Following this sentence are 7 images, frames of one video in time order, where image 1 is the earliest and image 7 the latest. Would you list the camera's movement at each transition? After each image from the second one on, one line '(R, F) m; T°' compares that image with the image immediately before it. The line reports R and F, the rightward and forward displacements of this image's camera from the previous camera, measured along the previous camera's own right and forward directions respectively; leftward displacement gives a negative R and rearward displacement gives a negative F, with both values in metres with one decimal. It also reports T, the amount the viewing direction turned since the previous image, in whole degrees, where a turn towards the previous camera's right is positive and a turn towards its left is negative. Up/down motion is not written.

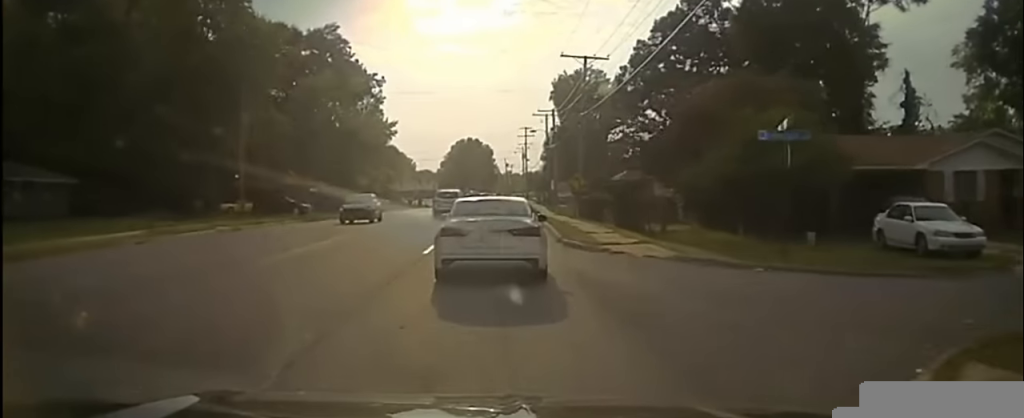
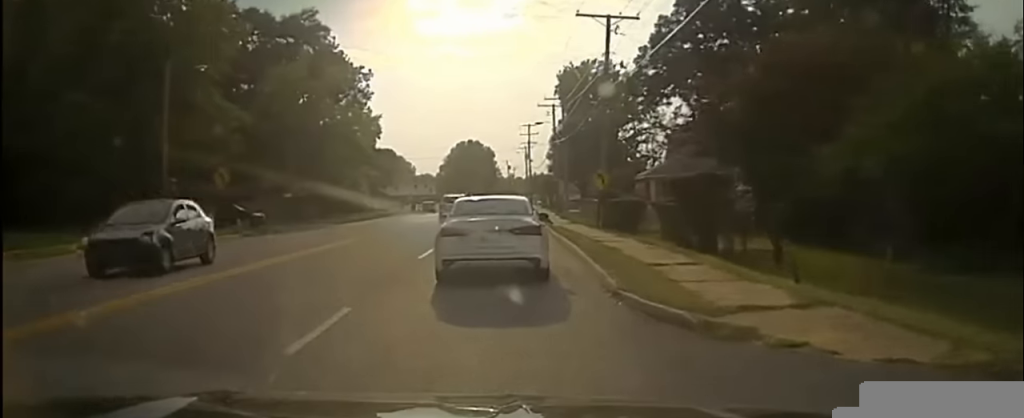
(+0.2, +14.0) m; +2°
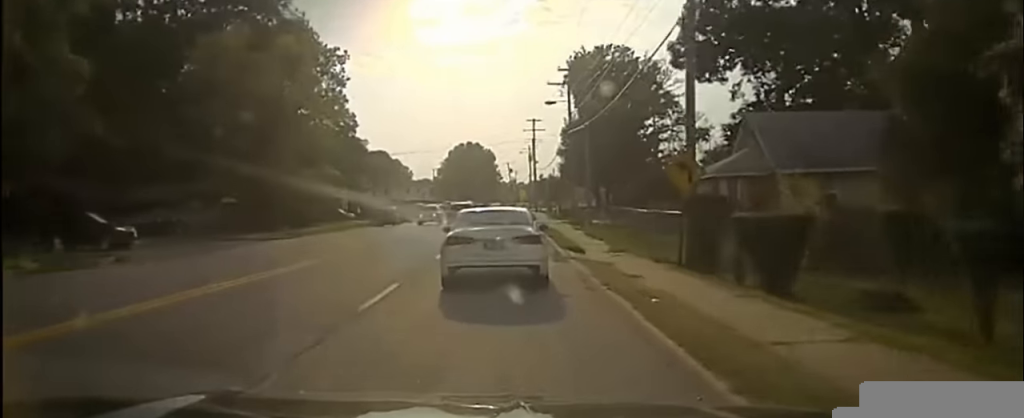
(+0.5, +21.9) m; +2°
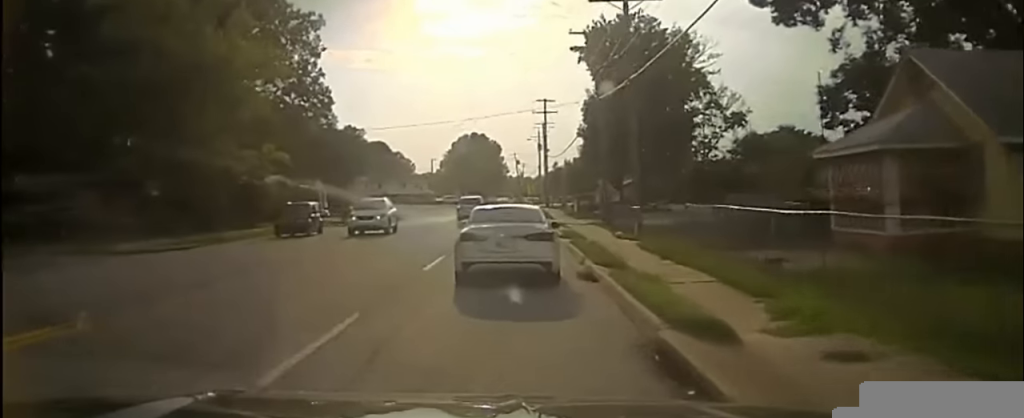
(-0.1, +17.0) m; -1°
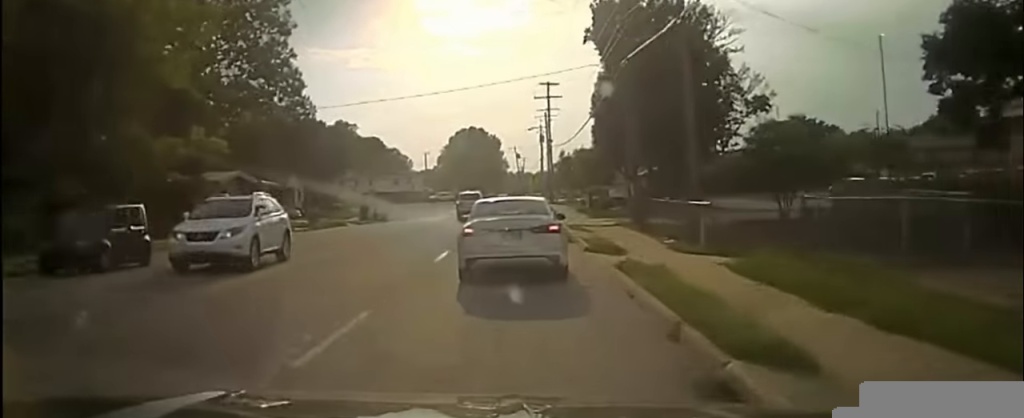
(-0.1, +10.2) m; -1°
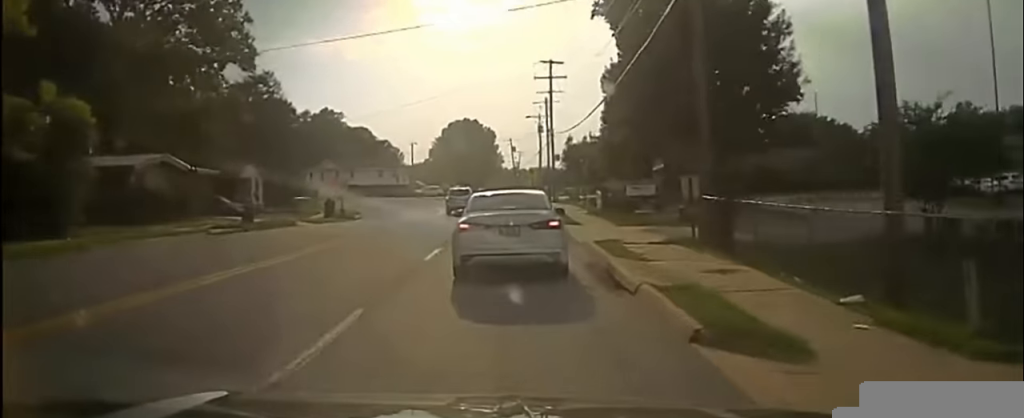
(-0.1, +12.4) m; -1°
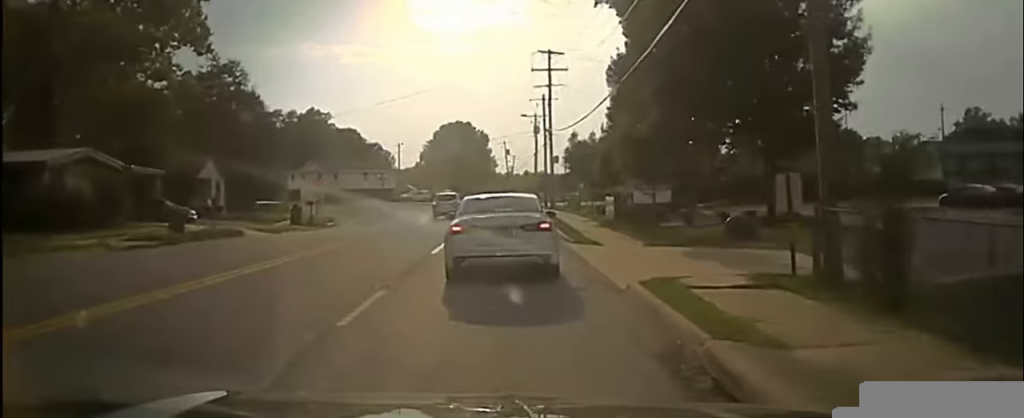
(-0.1, +8.9) m; 0°
